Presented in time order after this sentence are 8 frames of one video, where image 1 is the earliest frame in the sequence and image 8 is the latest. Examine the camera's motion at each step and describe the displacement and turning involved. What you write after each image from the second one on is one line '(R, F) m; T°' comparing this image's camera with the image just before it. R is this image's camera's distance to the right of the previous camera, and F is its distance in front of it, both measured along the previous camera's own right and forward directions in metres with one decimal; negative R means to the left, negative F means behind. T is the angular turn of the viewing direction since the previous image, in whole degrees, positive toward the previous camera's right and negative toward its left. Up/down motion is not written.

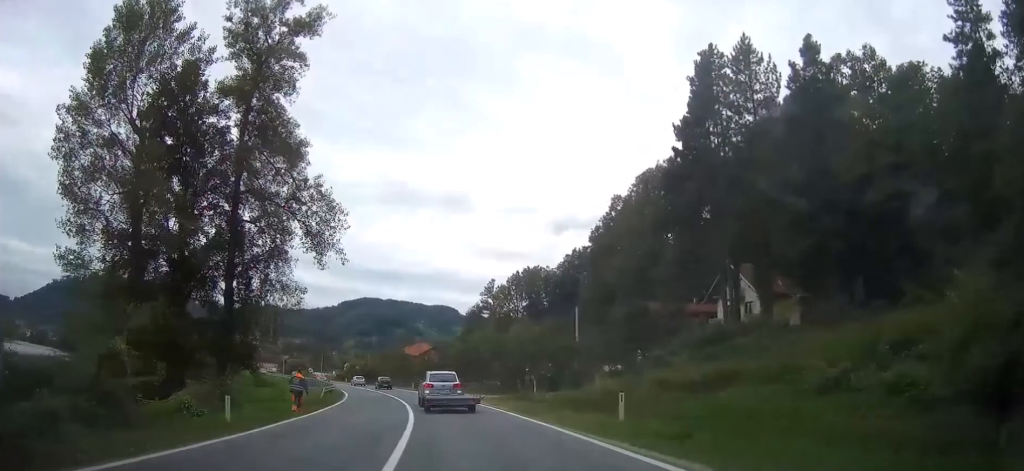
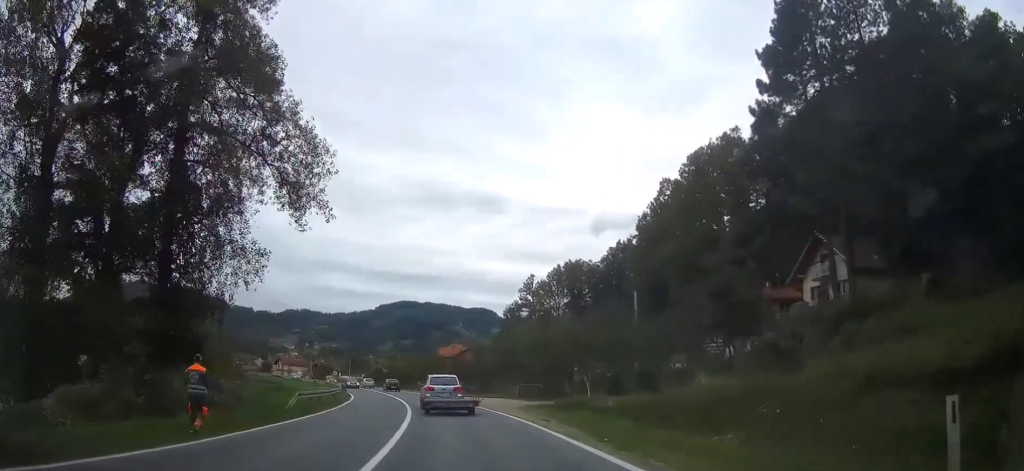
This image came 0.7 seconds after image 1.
(-0.3, +12.2) m; -3°
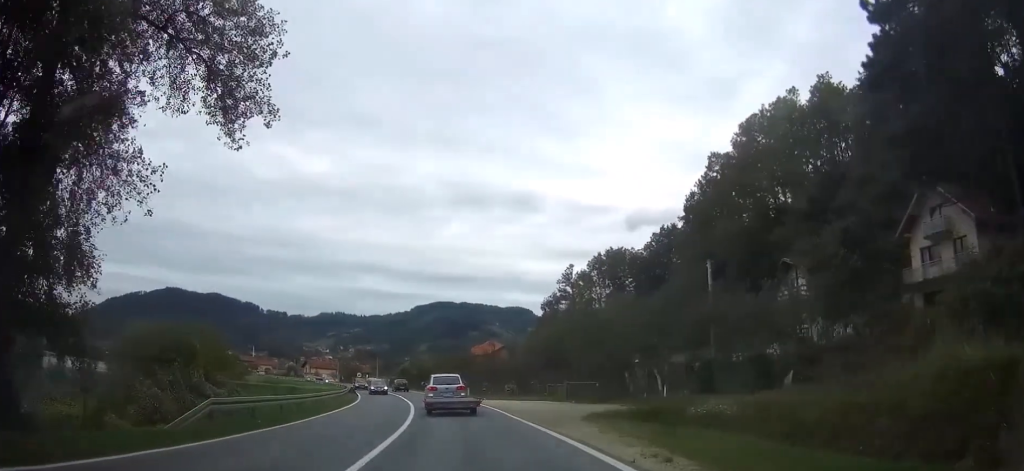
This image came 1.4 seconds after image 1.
(-0.3, +12.2) m; -3°
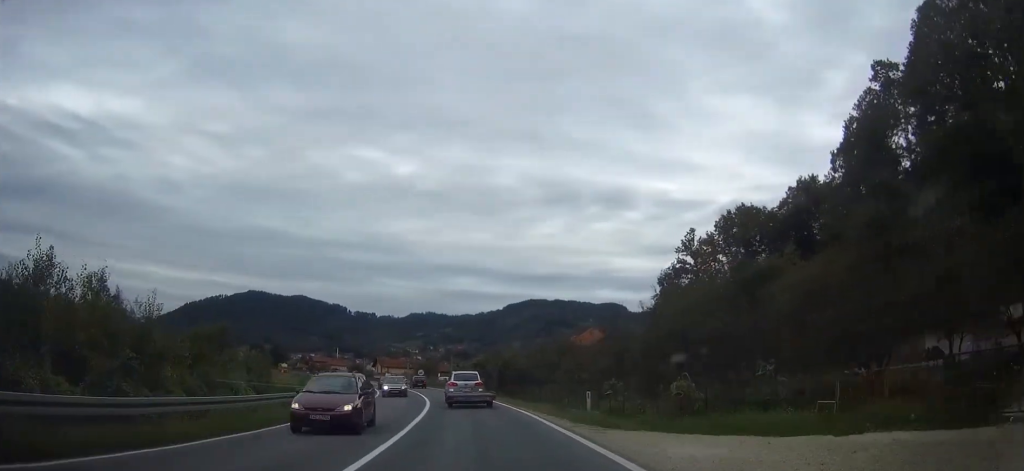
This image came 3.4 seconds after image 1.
(-2.6, +34.4) m; -8°
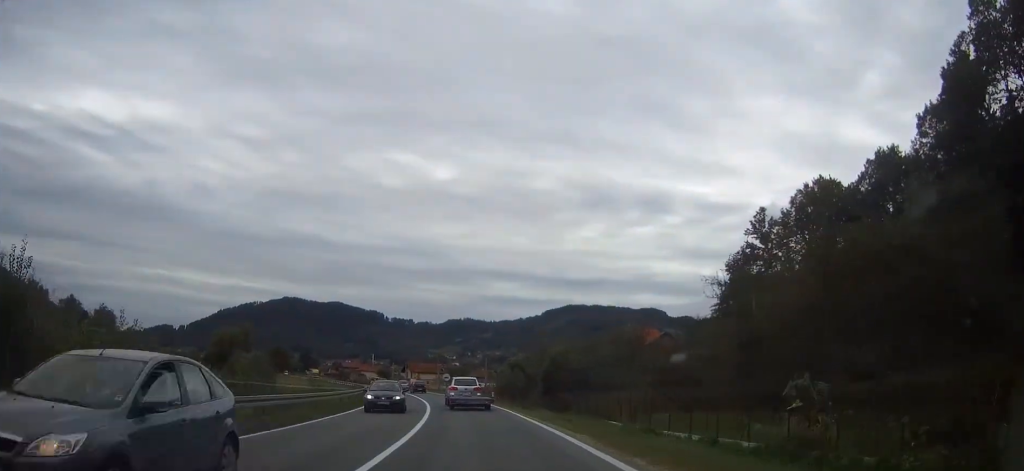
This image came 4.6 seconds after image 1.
(-0.5, +19.1) m; -3°
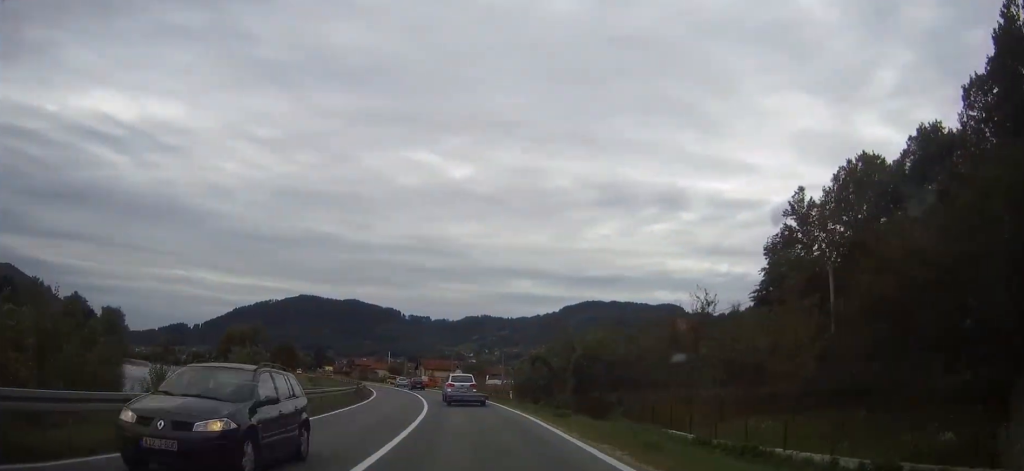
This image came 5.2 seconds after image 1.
(-0.2, +9.9) m; -2°
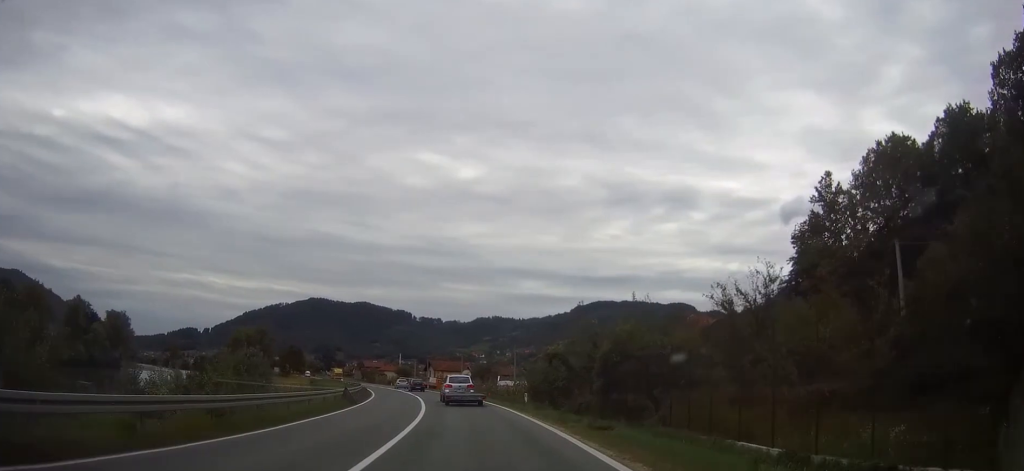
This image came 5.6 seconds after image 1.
(0.0, +6.6) m; -1°
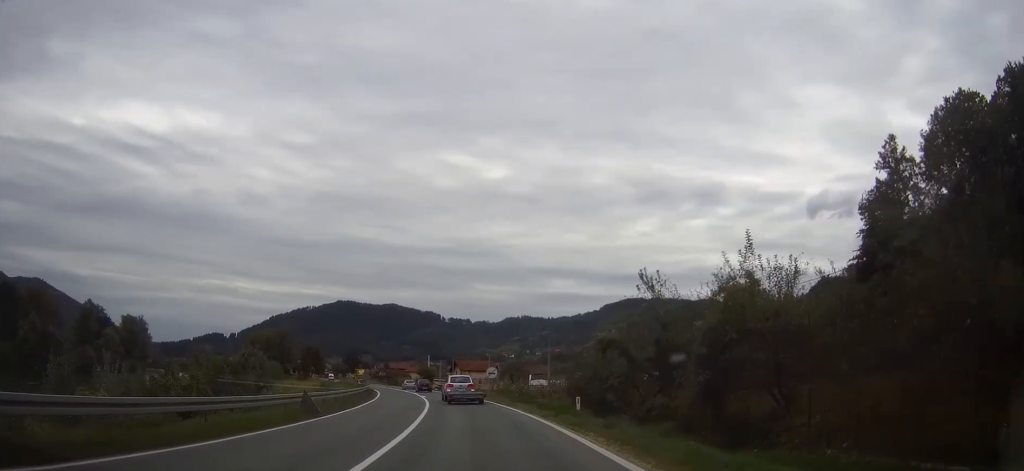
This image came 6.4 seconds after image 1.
(-0.3, +12.8) m; -3°
